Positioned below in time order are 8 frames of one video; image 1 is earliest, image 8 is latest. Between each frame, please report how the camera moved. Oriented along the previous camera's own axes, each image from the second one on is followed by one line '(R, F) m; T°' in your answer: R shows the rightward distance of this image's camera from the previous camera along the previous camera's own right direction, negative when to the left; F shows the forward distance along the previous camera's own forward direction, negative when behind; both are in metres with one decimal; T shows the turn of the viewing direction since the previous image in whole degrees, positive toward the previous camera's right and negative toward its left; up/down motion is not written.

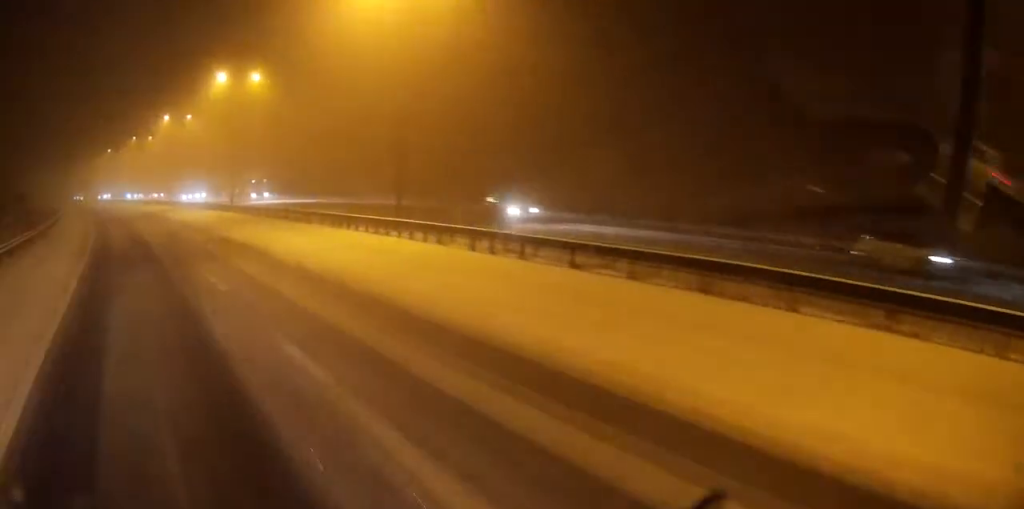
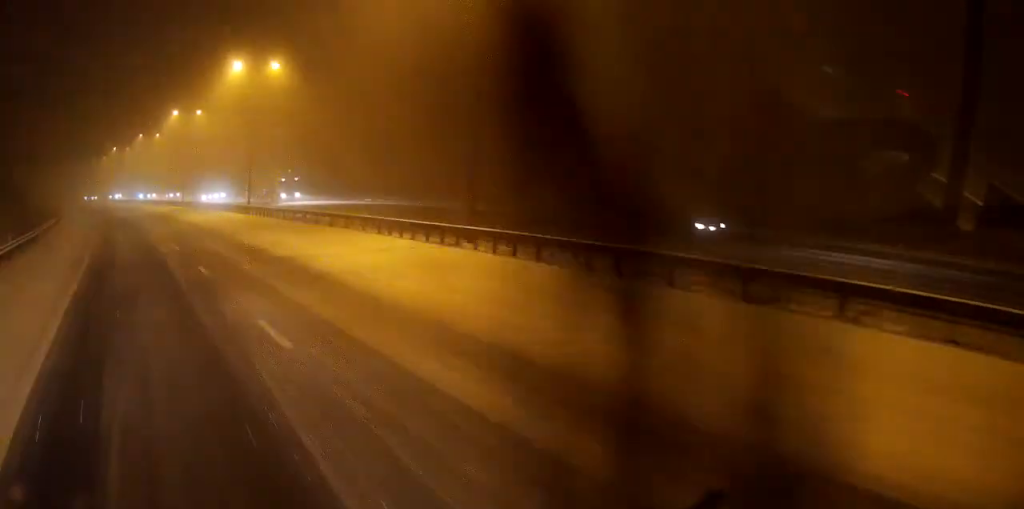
(0.0, +5.8) m; 0°
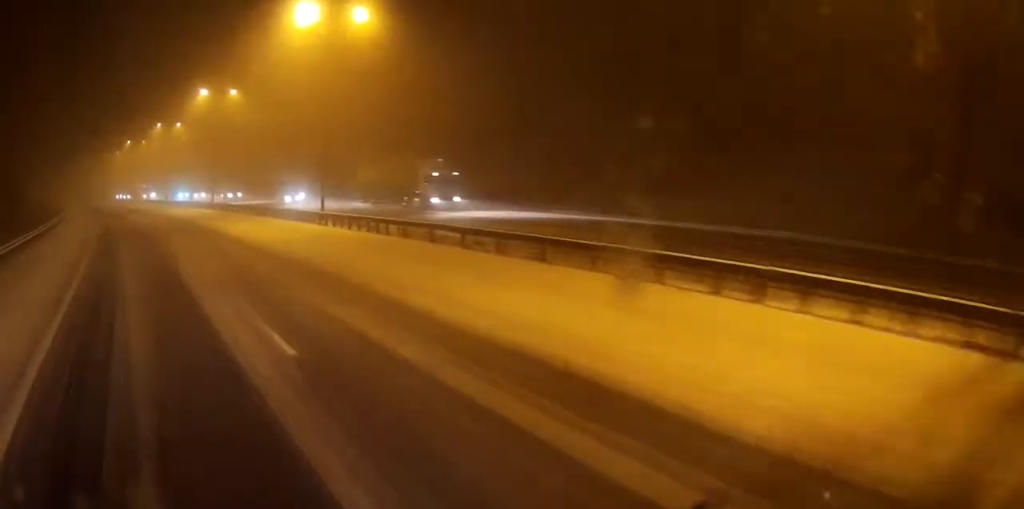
(-0.1, +18.1) m; -1°
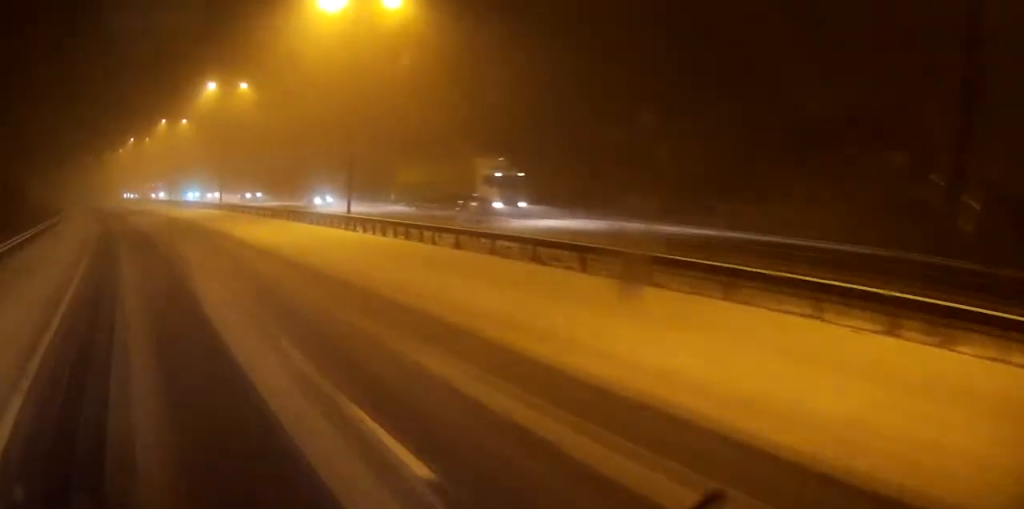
(0.0, +4.4) m; 0°
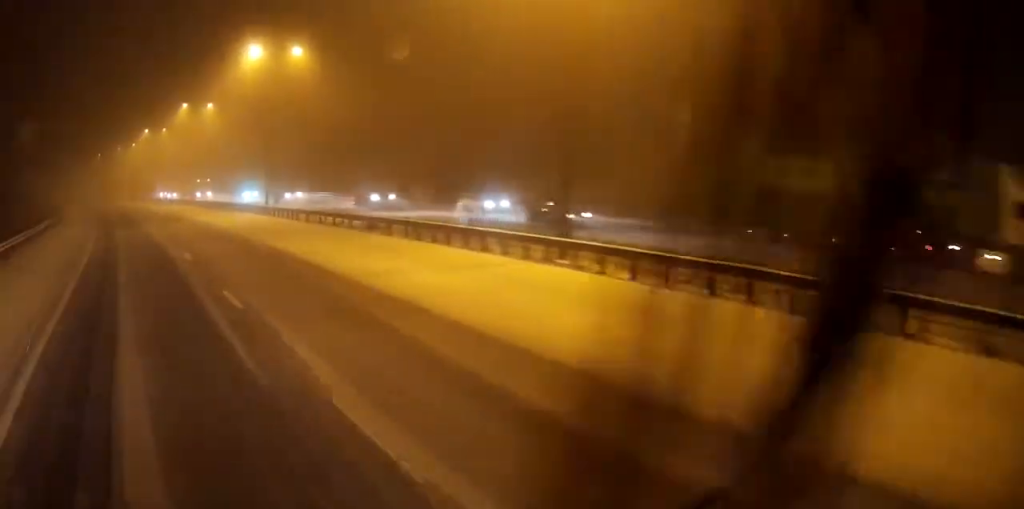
(-0.1, +17.7) m; 0°
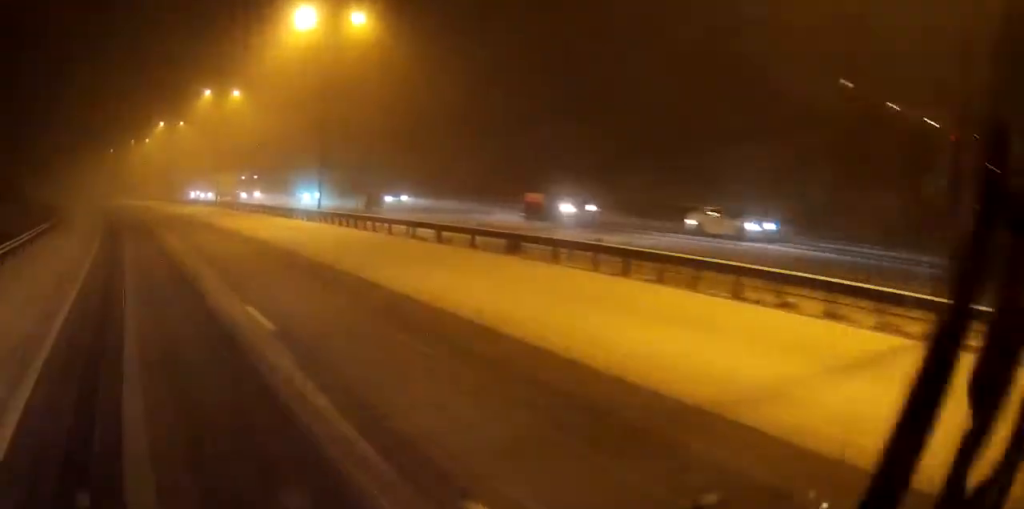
(0.0, +11.2) m; 0°
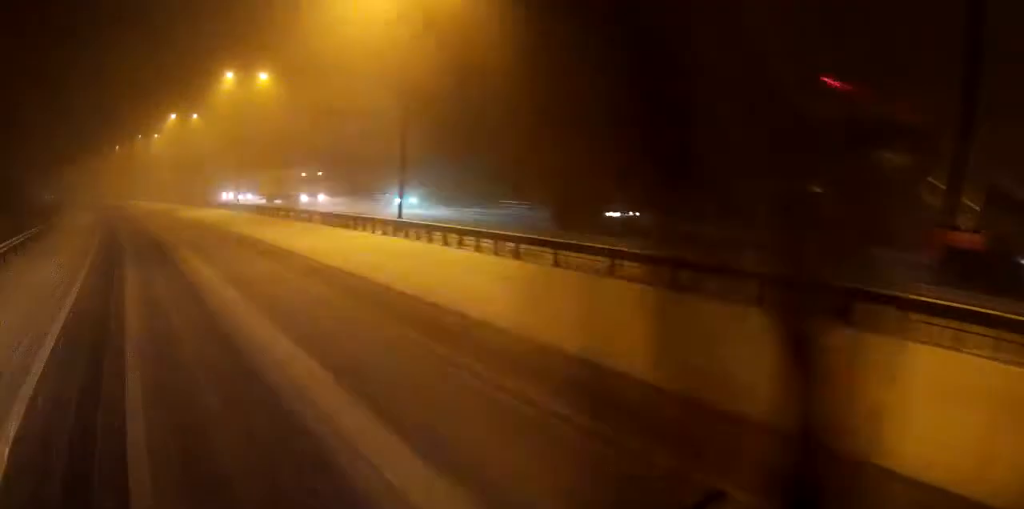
(0.0, +11.7) m; 0°
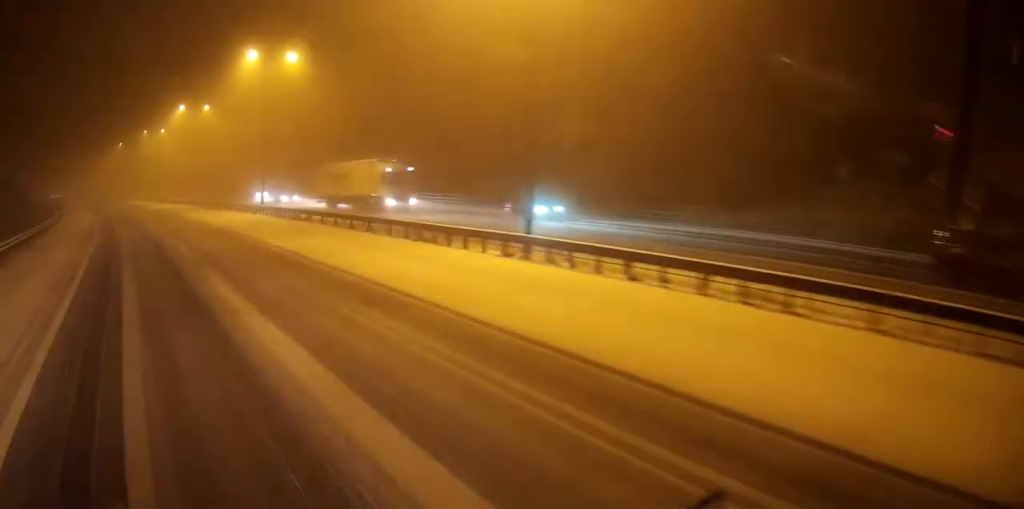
(0.0, +9.9) m; -1°
